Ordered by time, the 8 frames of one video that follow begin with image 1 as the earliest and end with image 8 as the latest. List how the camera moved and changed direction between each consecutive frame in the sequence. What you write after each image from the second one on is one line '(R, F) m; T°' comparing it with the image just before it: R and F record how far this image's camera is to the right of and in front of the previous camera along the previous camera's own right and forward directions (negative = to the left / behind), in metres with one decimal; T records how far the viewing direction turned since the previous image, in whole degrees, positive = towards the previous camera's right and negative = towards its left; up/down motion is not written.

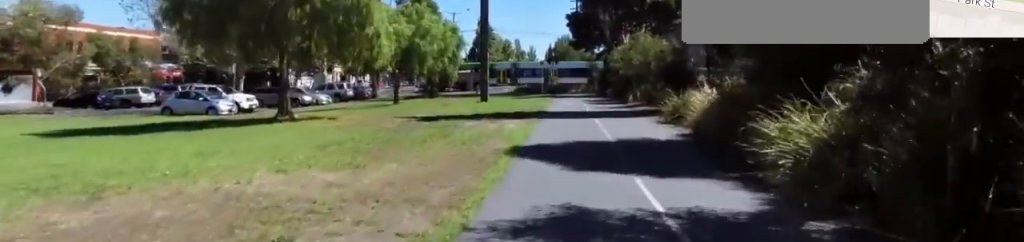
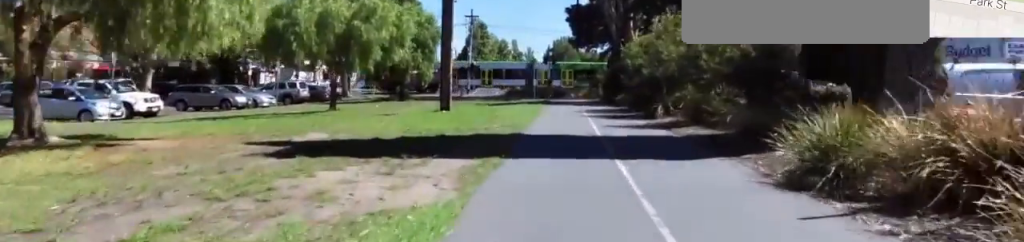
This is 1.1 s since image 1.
(-1.2, +8.5) m; -6°
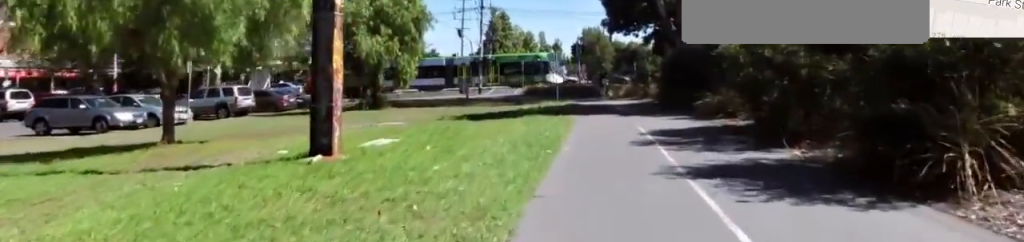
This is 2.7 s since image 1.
(+1.7, +11.5) m; +8°
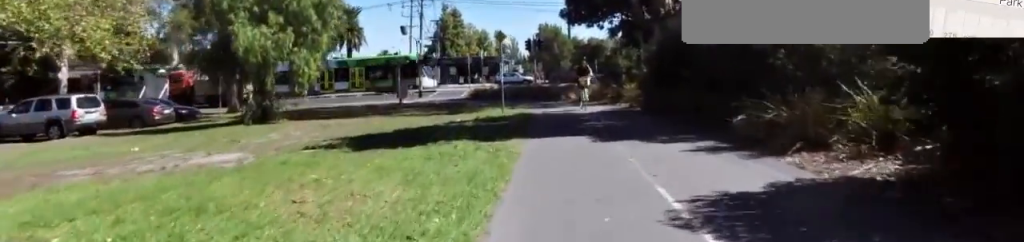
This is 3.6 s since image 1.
(-0.9, +6.9) m; -9°
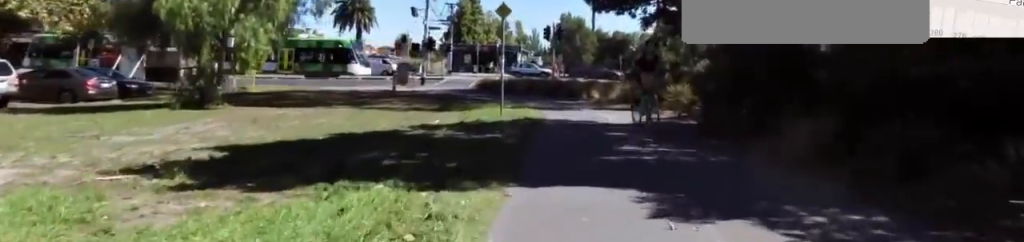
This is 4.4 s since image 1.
(-0.2, +5.6) m; -3°
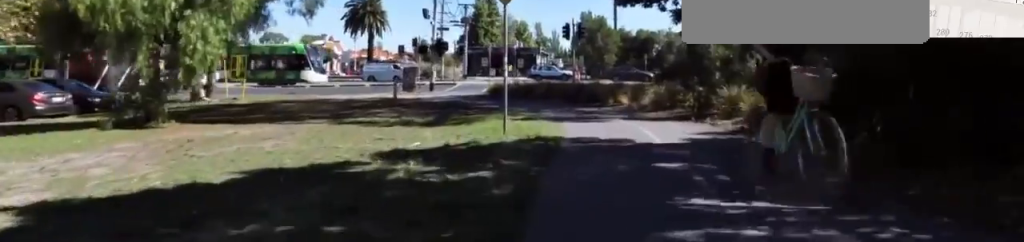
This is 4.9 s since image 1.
(0.0, +3.4) m; 0°
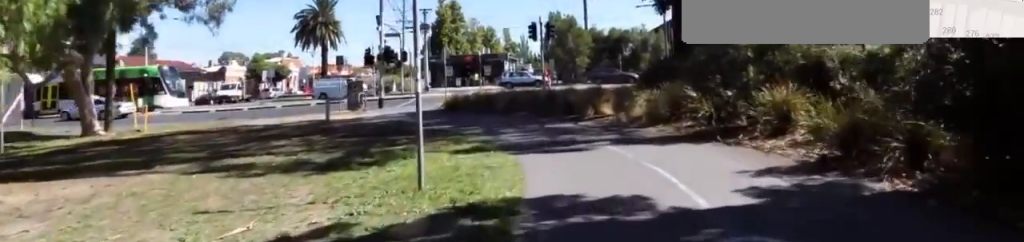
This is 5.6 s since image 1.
(0.0, +4.4) m; 0°
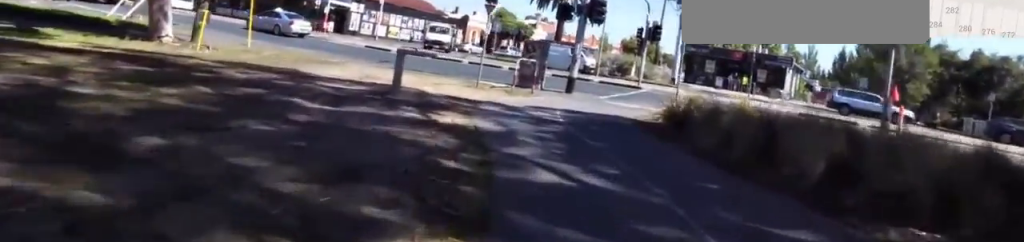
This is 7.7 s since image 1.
(0.0, +13.9) m; -13°
